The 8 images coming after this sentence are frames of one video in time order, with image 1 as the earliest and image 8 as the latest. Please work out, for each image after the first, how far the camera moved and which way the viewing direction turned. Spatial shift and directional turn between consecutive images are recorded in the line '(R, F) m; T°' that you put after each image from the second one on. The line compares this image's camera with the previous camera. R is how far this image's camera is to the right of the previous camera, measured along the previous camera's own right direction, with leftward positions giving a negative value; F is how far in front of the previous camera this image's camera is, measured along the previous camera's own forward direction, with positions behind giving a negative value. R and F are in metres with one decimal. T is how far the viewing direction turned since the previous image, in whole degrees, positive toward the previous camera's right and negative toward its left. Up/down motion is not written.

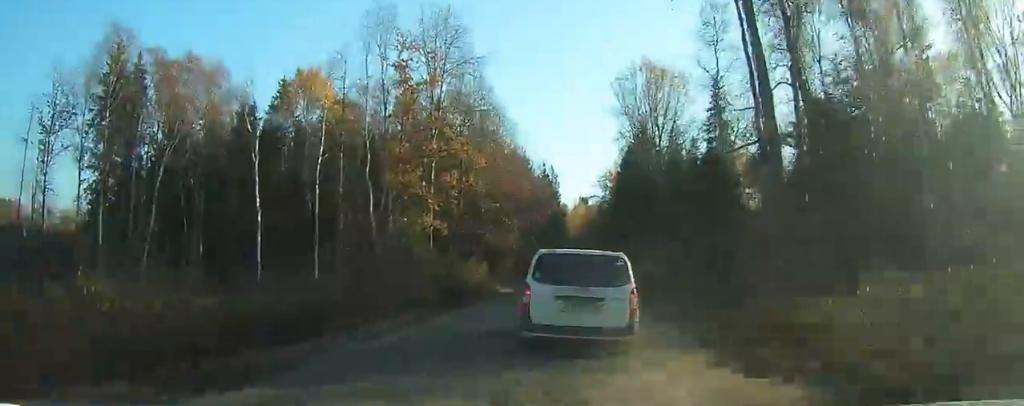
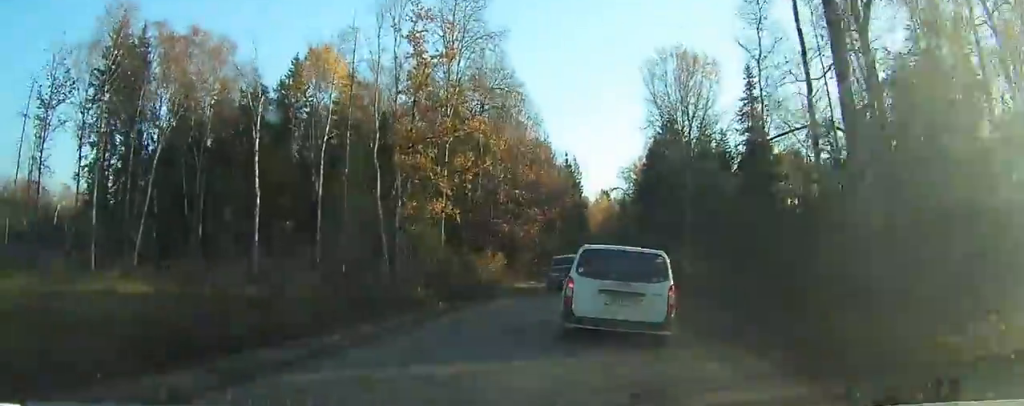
(-0.1, +4.3) m; -2°
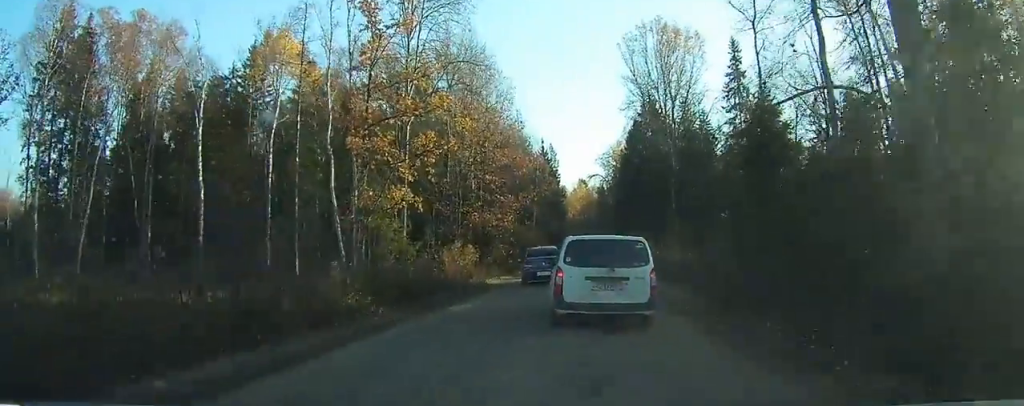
(-0.1, +4.5) m; -2°
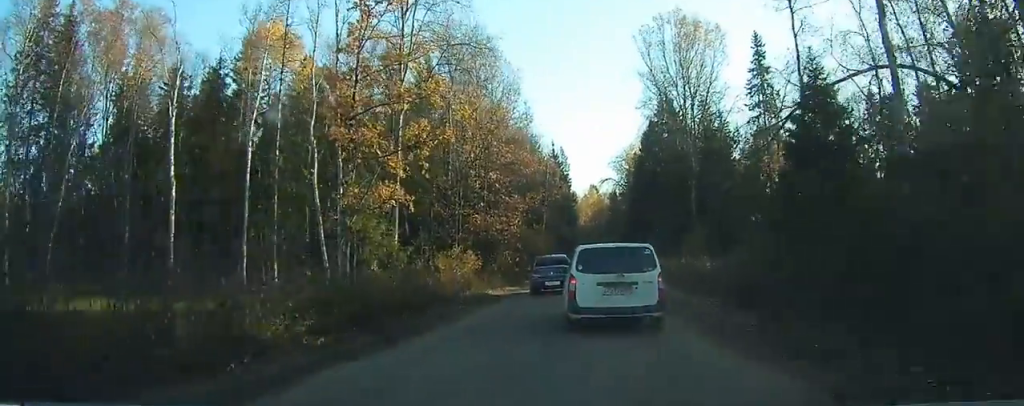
(-0.1, +4.2) m; 0°
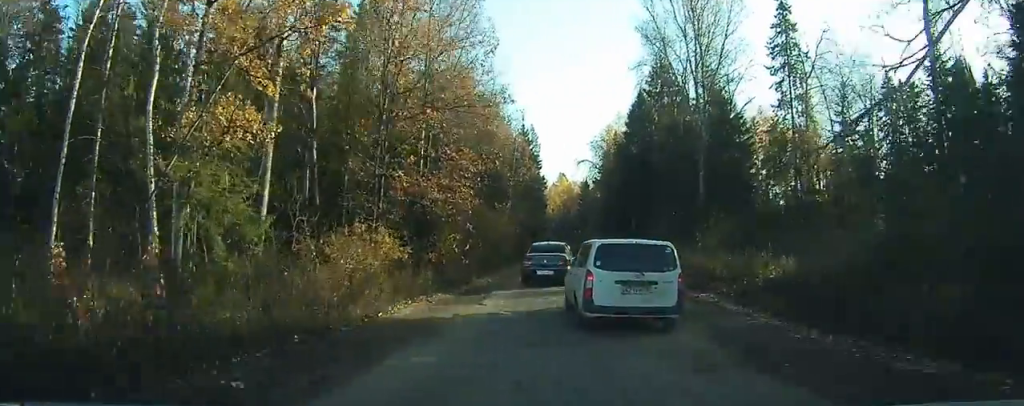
(+0.2, +10.8) m; +4°
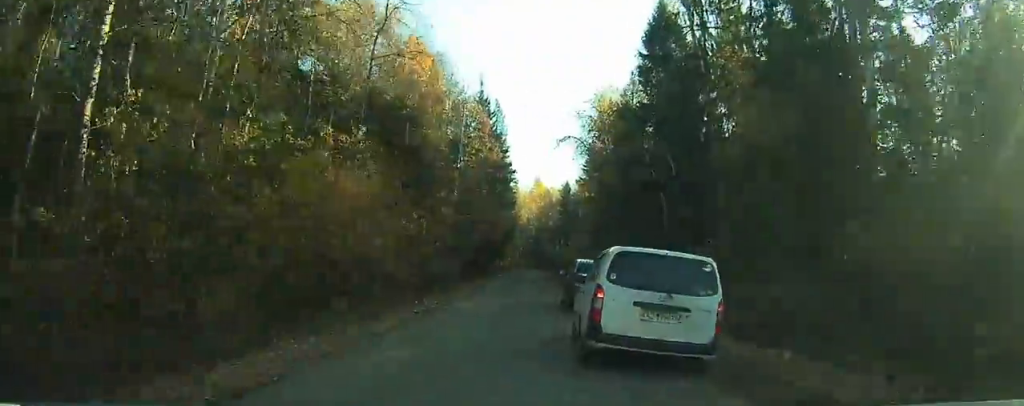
(+1.8, +23.4) m; +4°
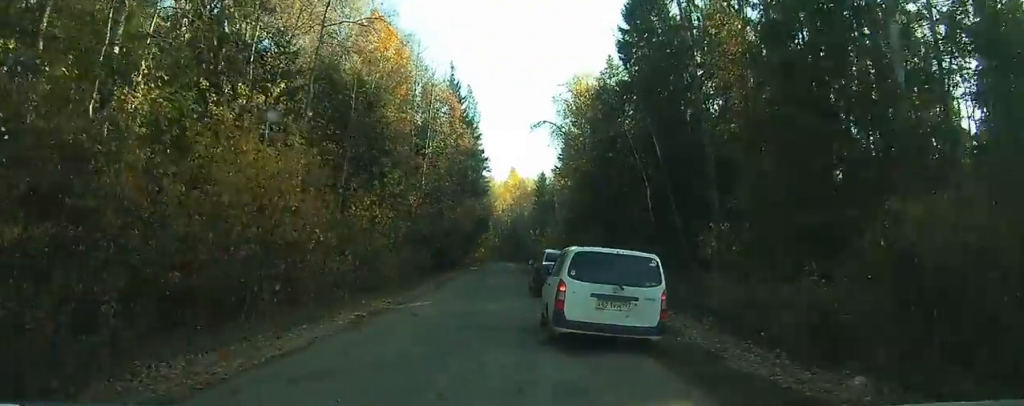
(0.0, +4.0) m; -1°
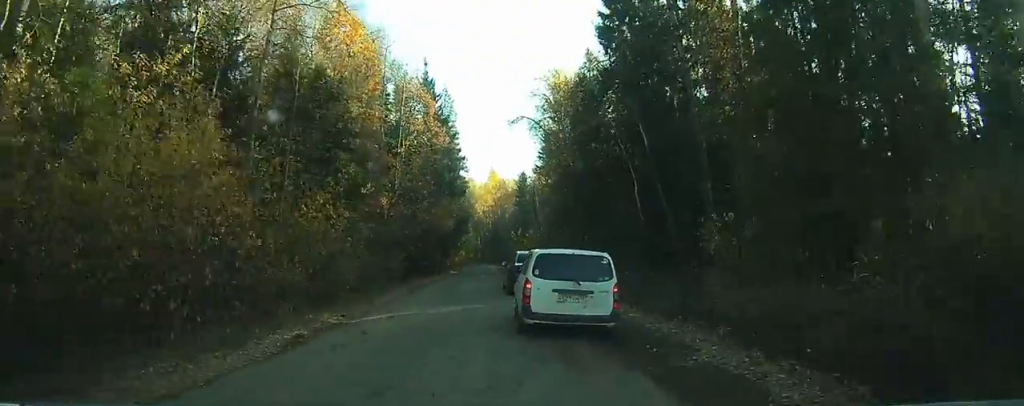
(-0.1, +3.2) m; -1°
